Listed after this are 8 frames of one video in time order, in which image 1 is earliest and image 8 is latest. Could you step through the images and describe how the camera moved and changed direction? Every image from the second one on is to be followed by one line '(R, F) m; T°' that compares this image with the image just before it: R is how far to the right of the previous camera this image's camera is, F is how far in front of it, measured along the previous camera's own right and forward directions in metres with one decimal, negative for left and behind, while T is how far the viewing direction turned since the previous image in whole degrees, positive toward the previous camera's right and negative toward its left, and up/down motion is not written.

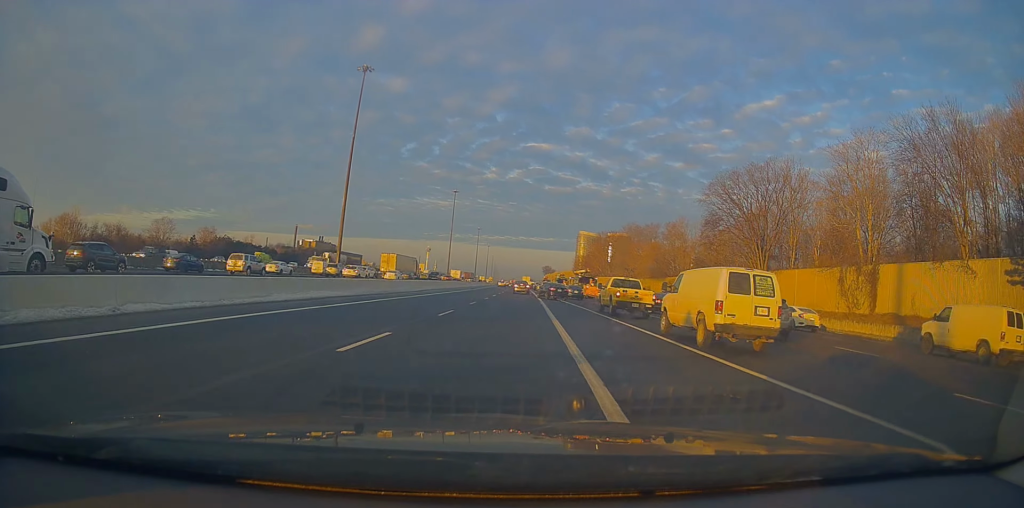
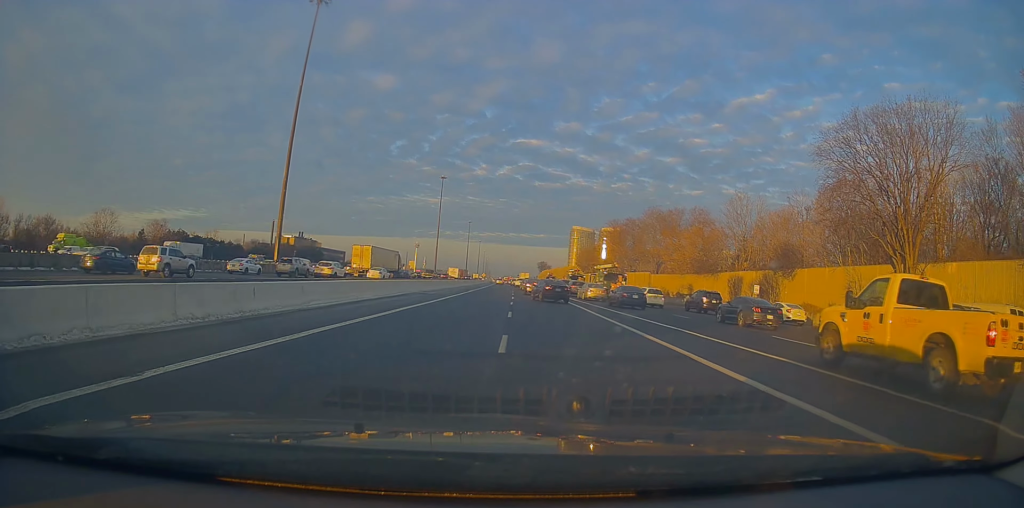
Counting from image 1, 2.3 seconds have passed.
(-0.2, +25.2) m; -1°
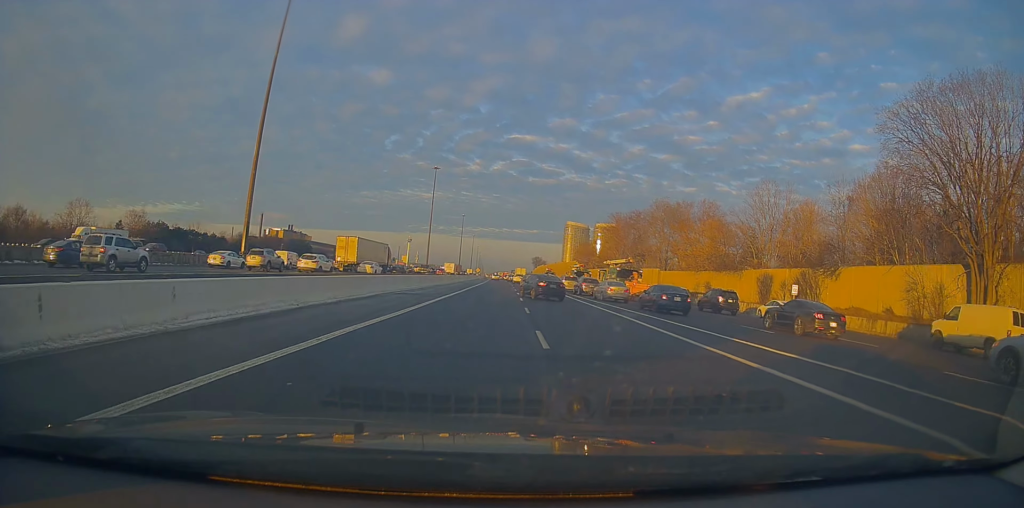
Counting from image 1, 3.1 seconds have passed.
(-0.1, +8.6) m; +3°
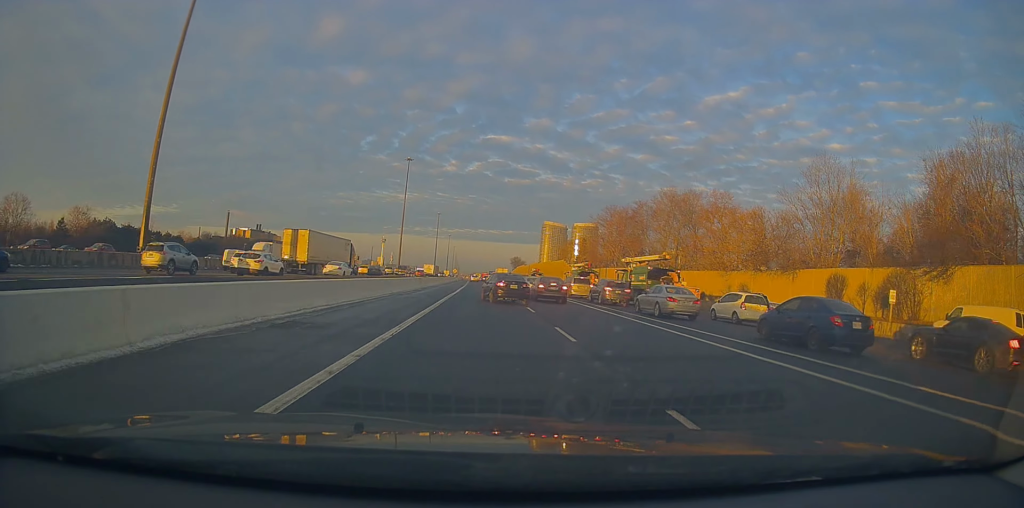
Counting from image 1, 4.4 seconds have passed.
(+0.4, +16.4) m; -1°
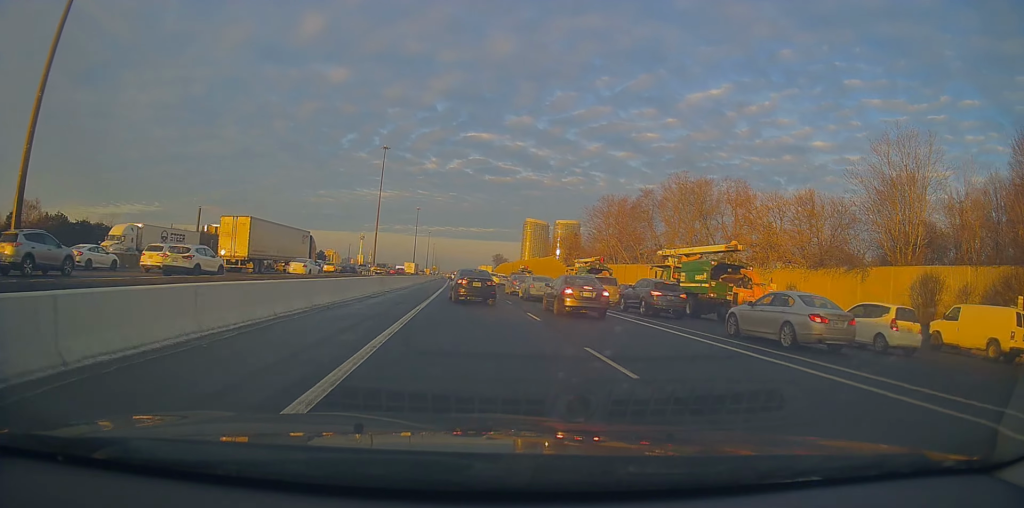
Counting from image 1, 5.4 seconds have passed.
(-0.4, +13.4) m; 0°
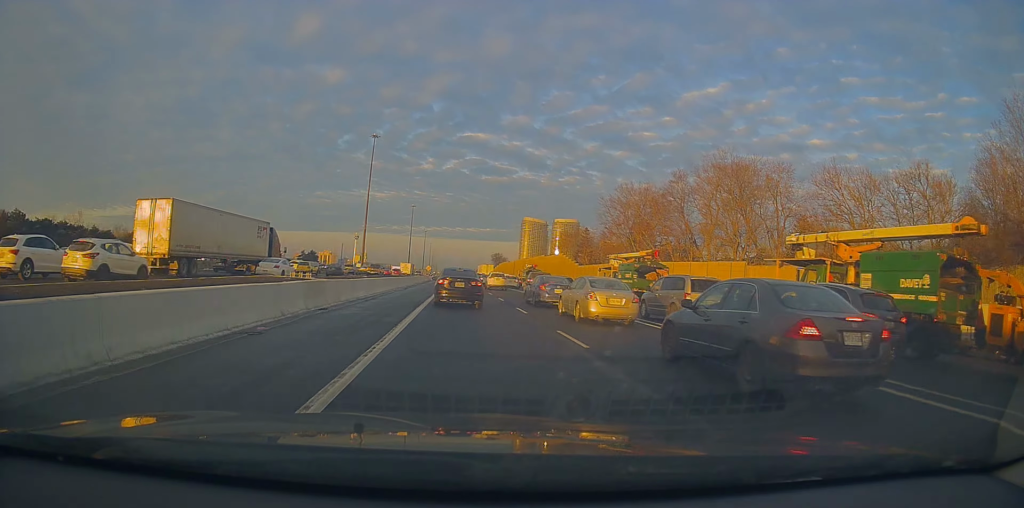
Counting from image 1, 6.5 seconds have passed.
(+0.7, +15.2) m; +4°
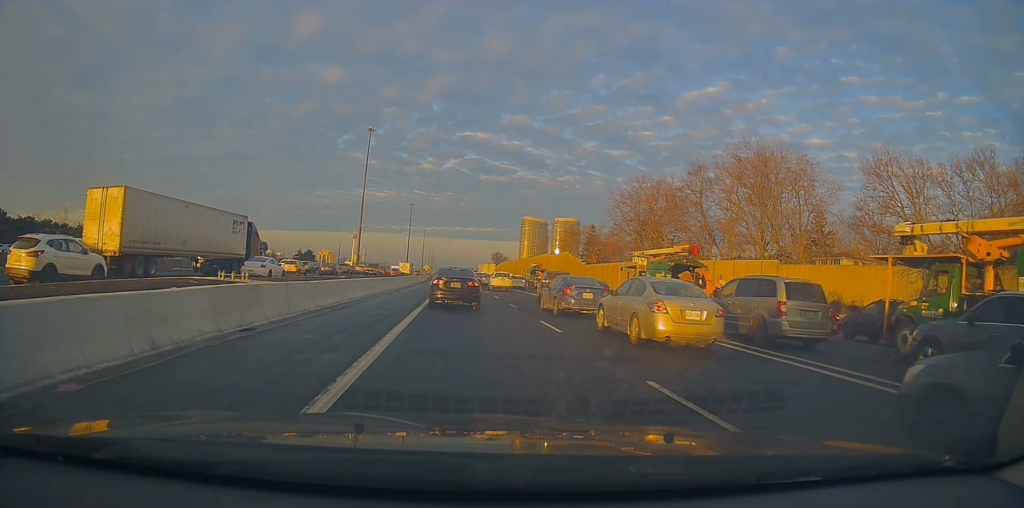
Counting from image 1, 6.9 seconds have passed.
(+0.2, +6.5) m; +1°
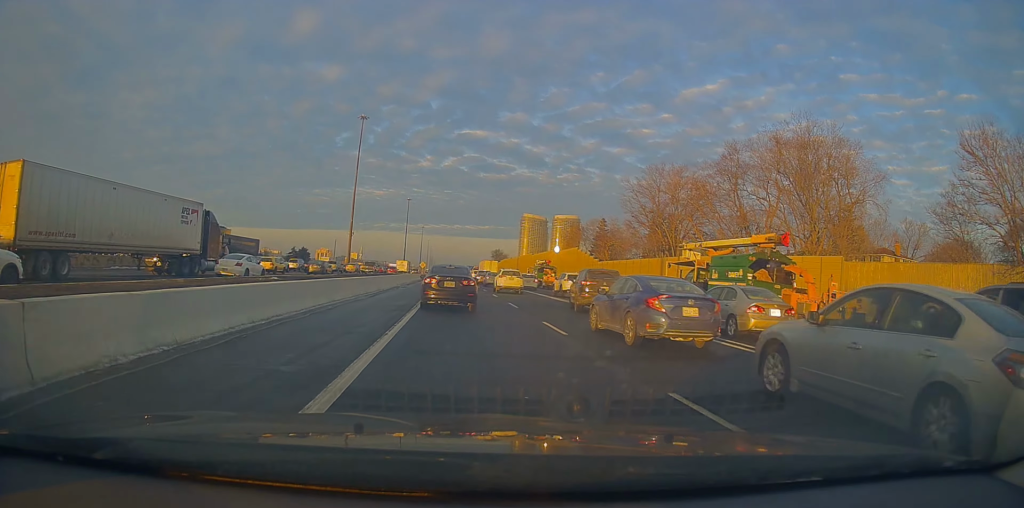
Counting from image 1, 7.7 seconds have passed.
(+0.1, +10.2) m; 0°
